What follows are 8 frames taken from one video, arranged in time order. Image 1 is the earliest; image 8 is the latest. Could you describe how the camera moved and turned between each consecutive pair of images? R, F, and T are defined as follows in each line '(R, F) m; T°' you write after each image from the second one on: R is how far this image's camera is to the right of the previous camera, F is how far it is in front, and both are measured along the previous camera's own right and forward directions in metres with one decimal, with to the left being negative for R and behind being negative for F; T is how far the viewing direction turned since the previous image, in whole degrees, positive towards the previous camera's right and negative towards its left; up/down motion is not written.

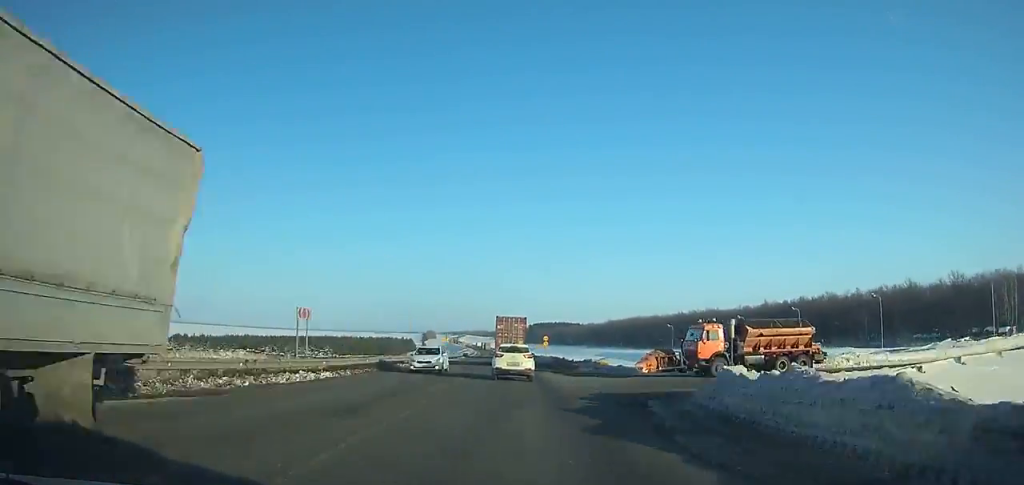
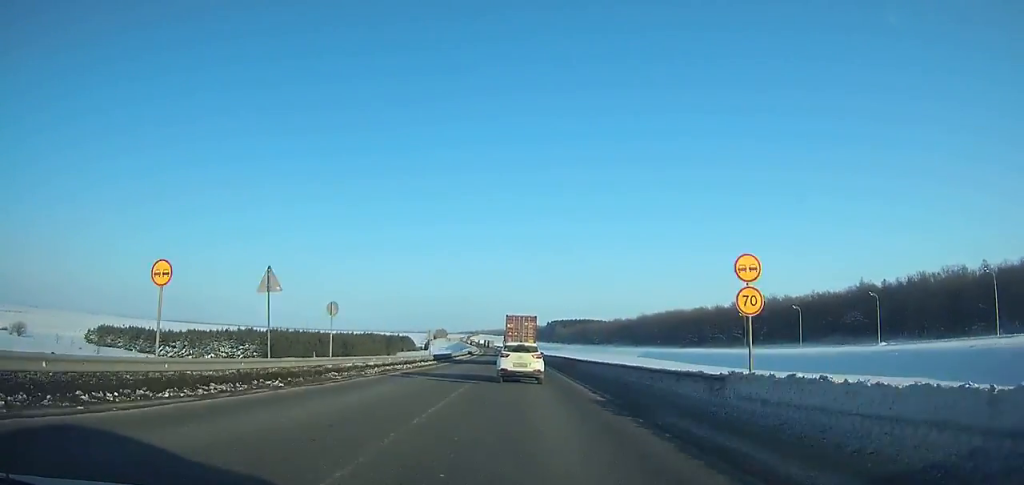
(-0.6, +69.2) m; -1°
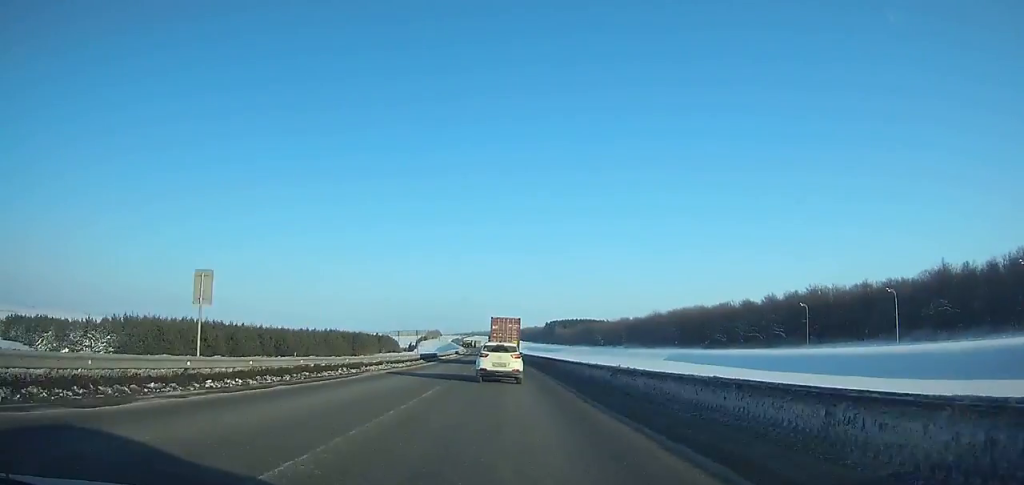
(-0.2, +46.5) m; -1°
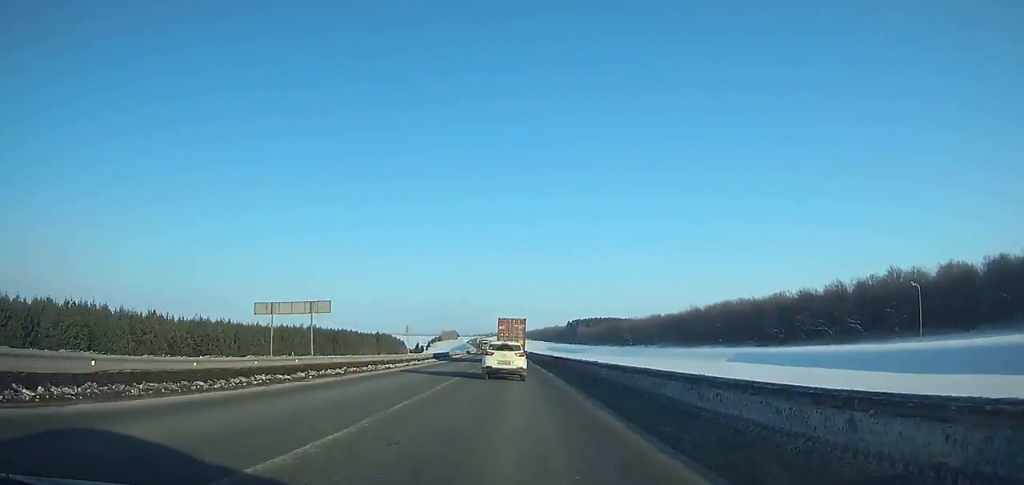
(-0.3, +40.4) m; -1°
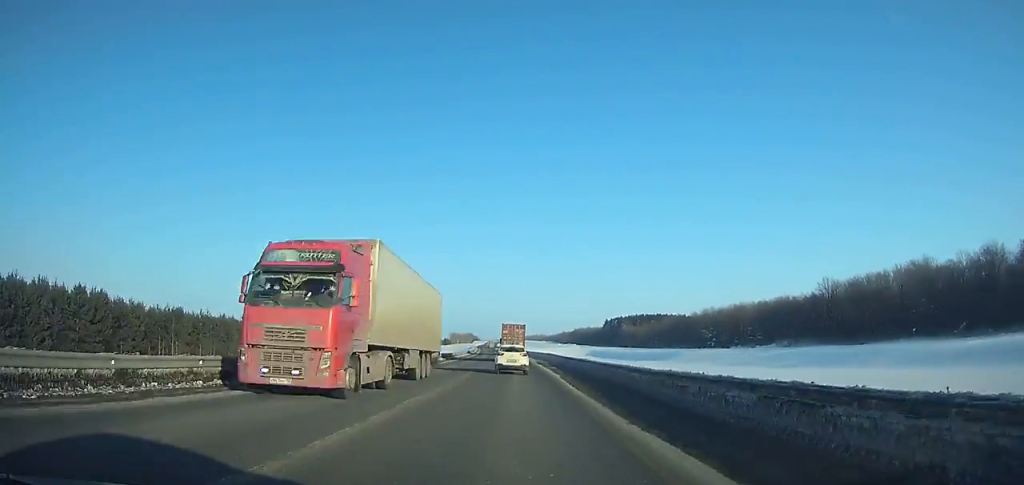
(-3.3, +130.1) m; -3°
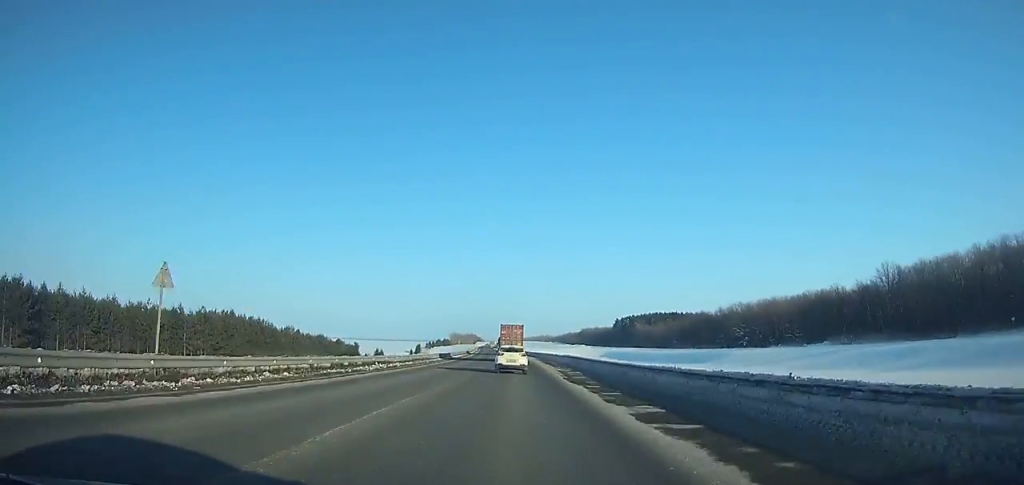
(+0.1, +34.0) m; -1°
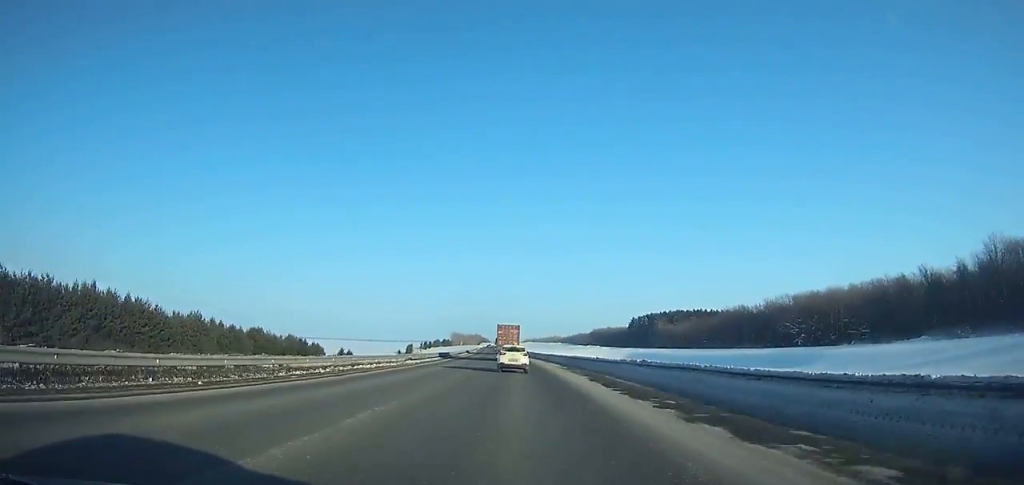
(-0.7, +43.6) m; -1°
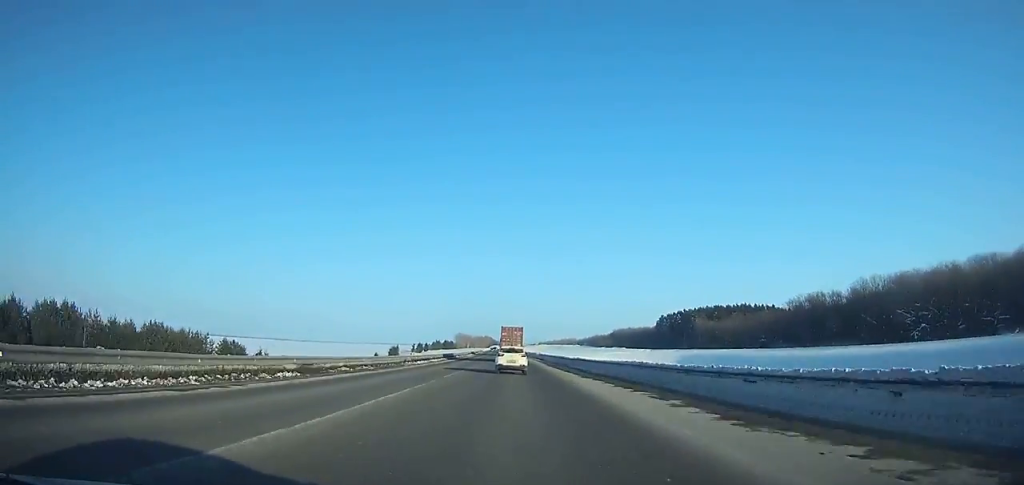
(-0.7, +57.5) m; -1°
